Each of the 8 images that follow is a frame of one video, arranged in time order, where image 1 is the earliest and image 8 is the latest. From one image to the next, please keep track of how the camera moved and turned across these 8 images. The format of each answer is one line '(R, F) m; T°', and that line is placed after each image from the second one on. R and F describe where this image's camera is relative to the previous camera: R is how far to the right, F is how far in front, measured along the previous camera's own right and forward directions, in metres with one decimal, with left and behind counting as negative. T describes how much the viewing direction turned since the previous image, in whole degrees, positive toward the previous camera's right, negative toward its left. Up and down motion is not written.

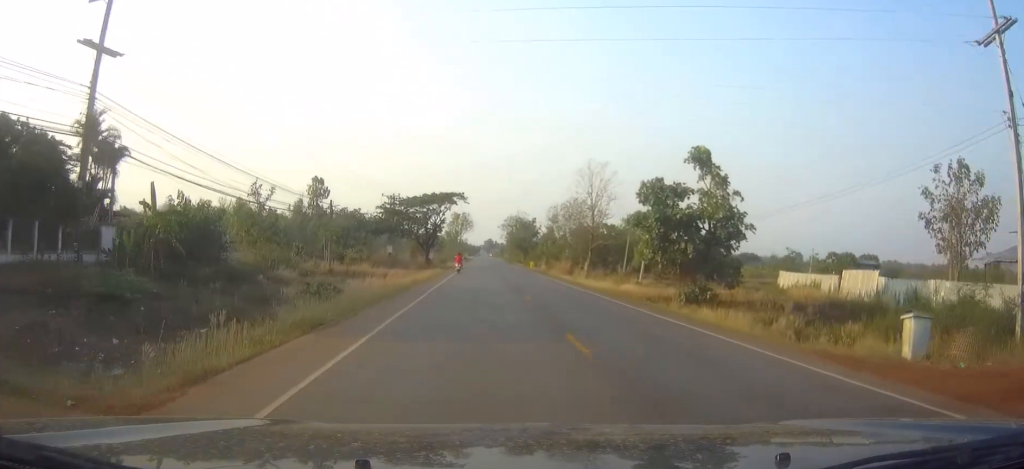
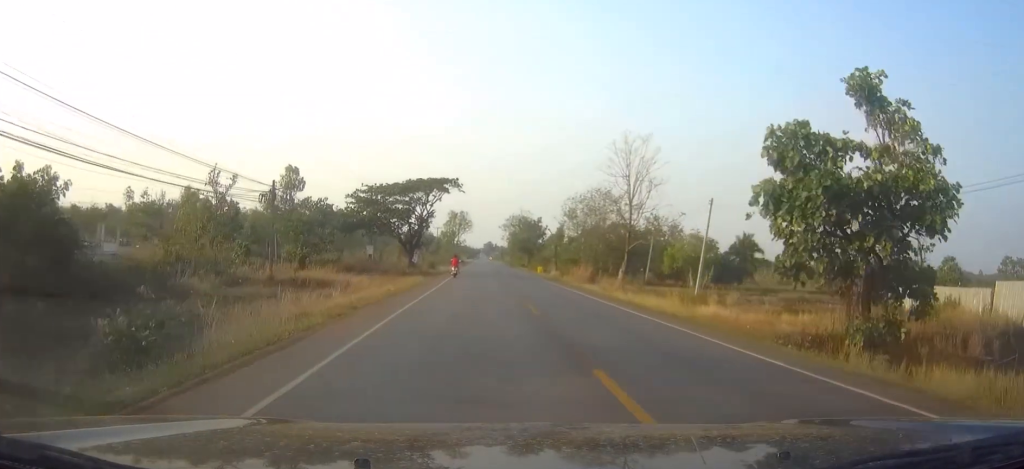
(+0.1, +16.4) m; 0°
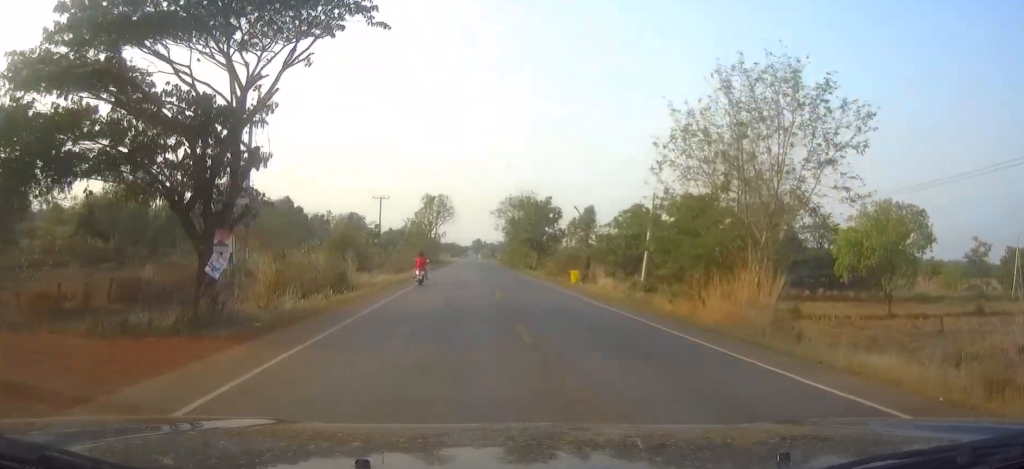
(0.0, +43.4) m; 0°
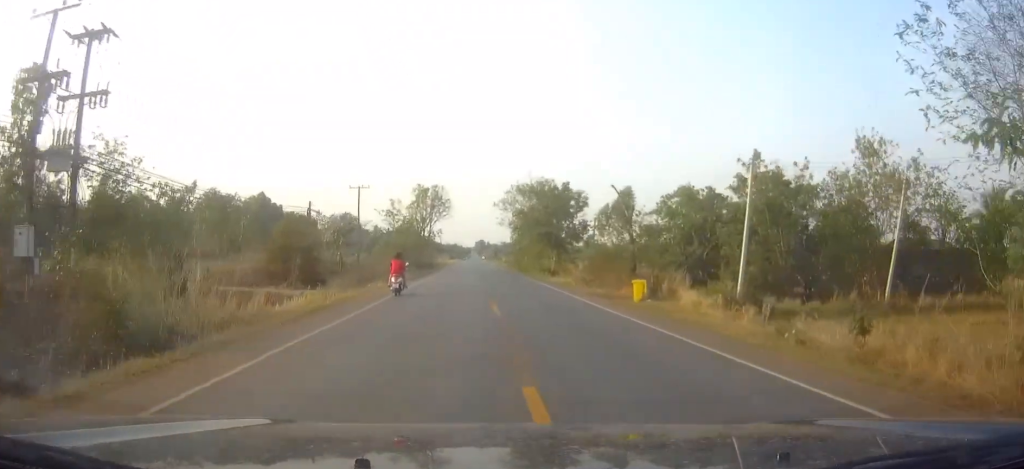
(0.0, +19.7) m; 0°
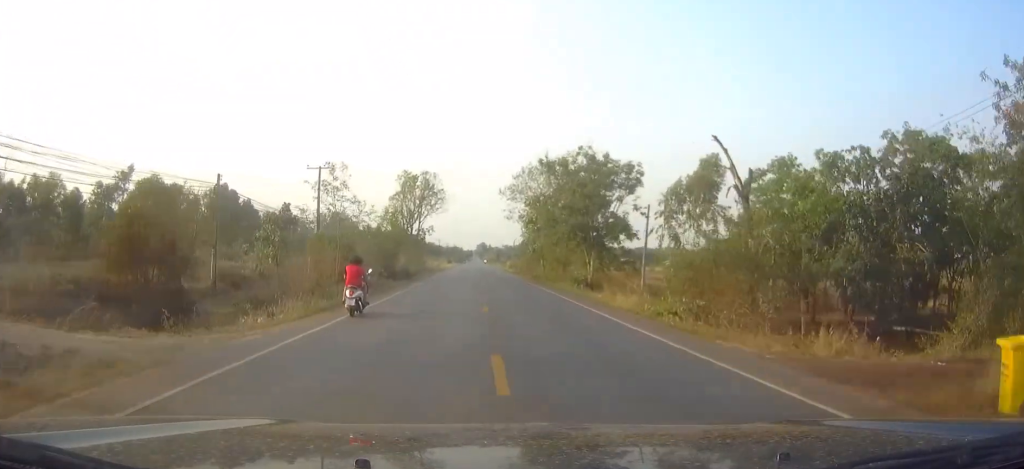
(+0.1, +21.6) m; 0°
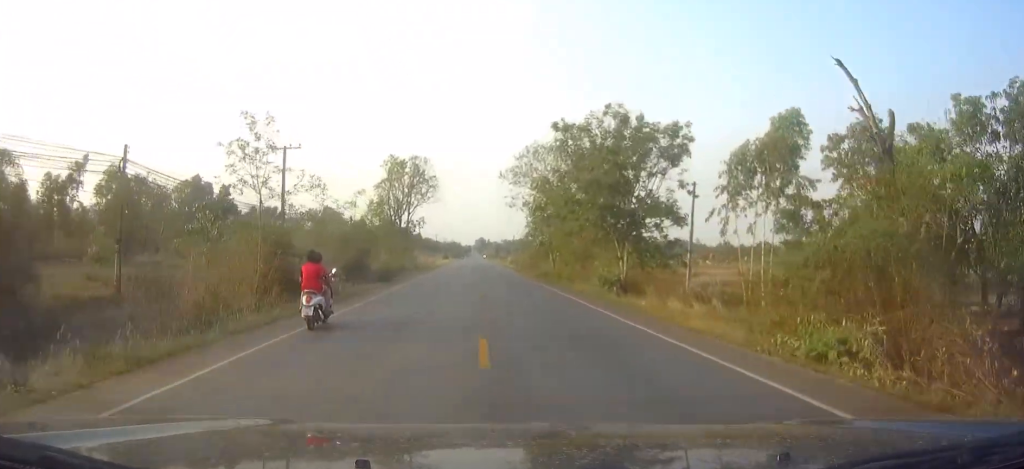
(+0.1, +10.5) m; 0°
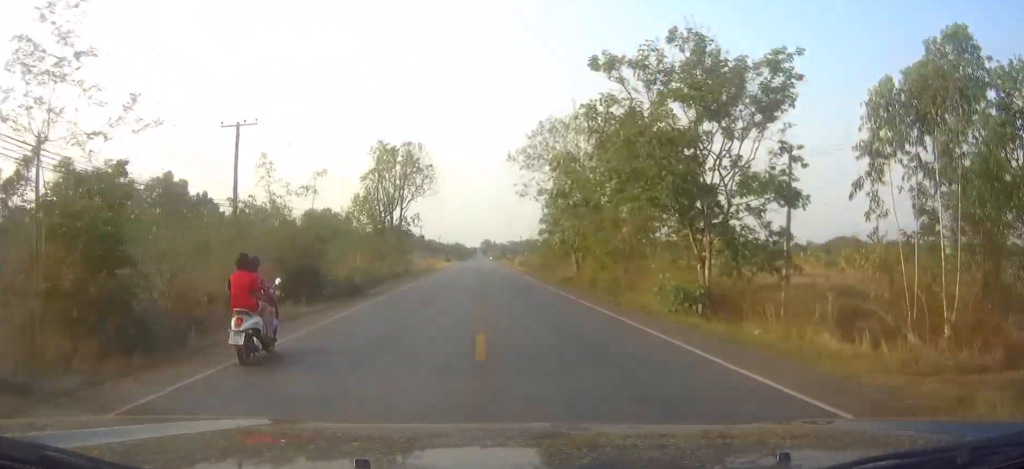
(-0.1, +11.7) m; -1°
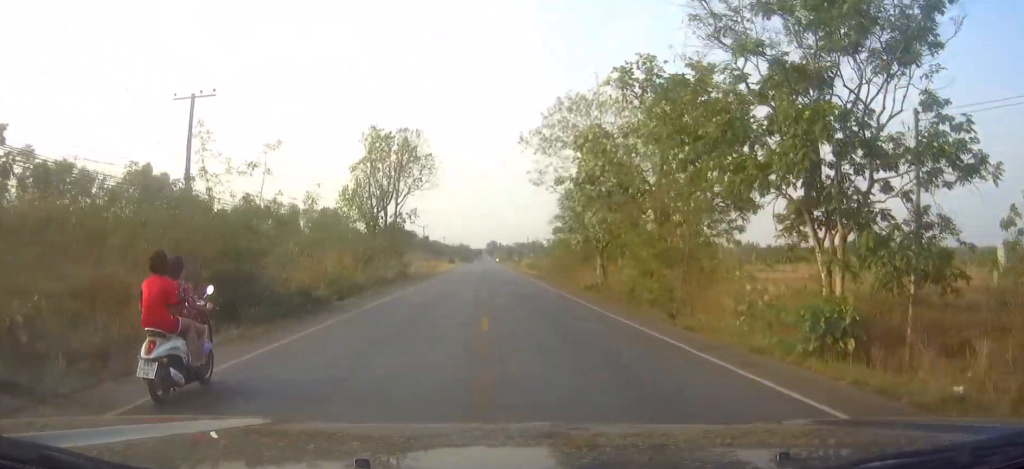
(0.0, +8.0) m; -1°
